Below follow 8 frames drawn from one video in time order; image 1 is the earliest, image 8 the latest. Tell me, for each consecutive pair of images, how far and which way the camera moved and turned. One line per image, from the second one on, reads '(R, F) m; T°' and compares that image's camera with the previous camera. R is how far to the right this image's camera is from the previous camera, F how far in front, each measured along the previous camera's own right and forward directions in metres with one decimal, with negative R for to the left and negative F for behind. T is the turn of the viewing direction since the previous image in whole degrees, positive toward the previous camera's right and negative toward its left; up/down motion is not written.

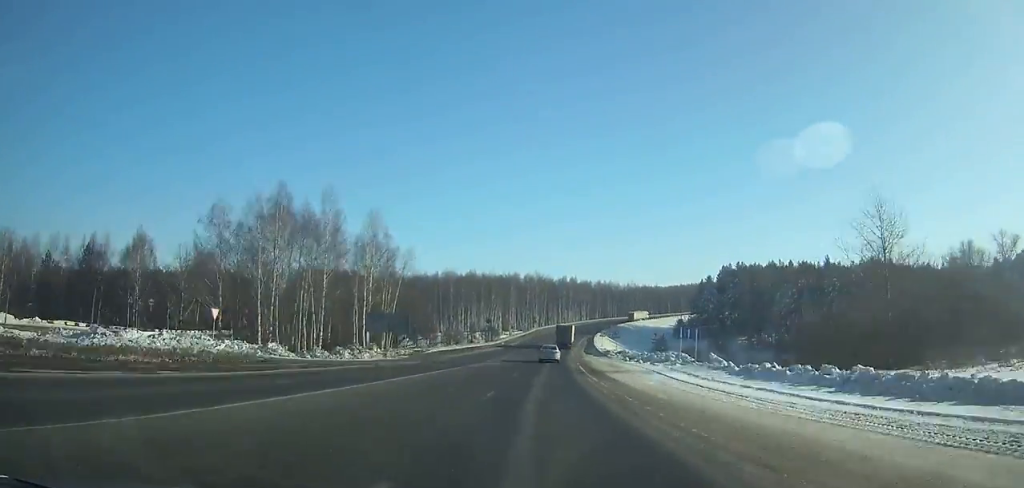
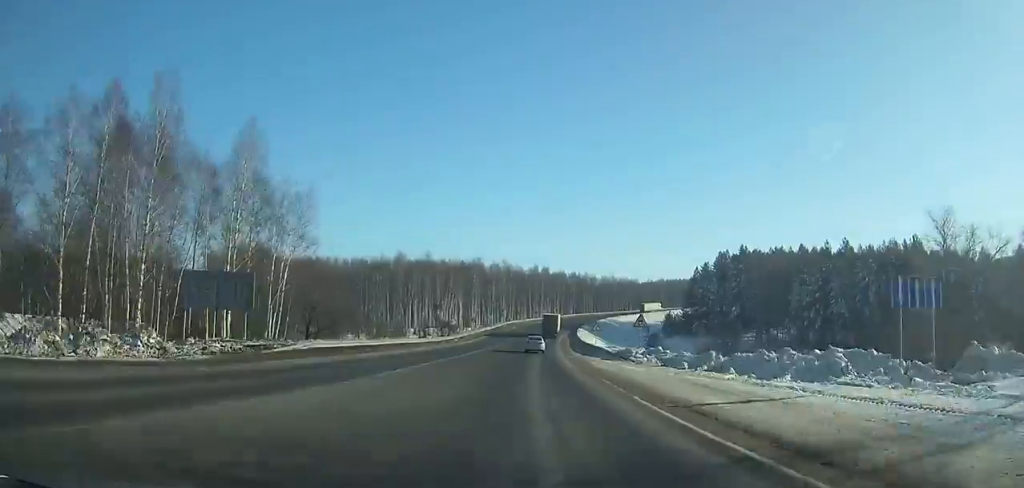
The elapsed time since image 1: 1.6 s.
(+0.5, +30.0) m; +2°
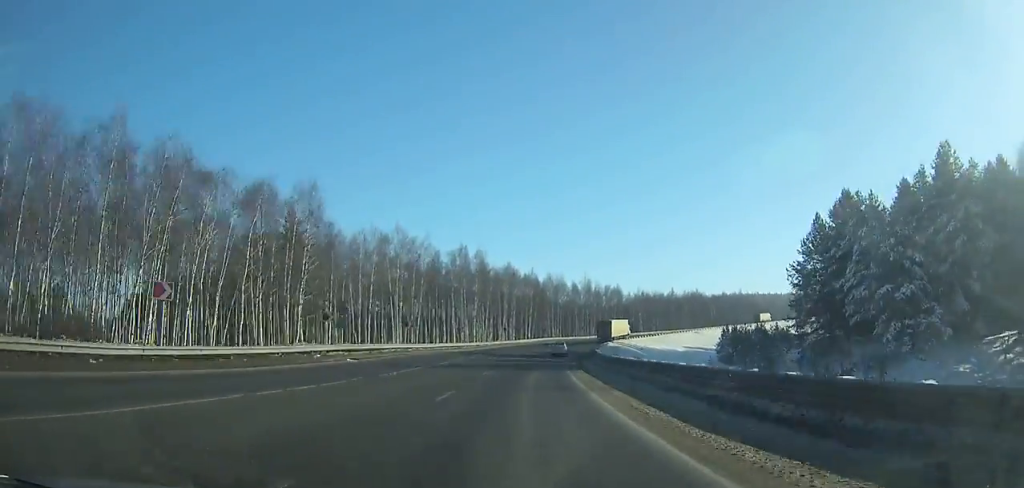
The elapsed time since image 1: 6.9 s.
(+4.8, +97.2) m; +8°
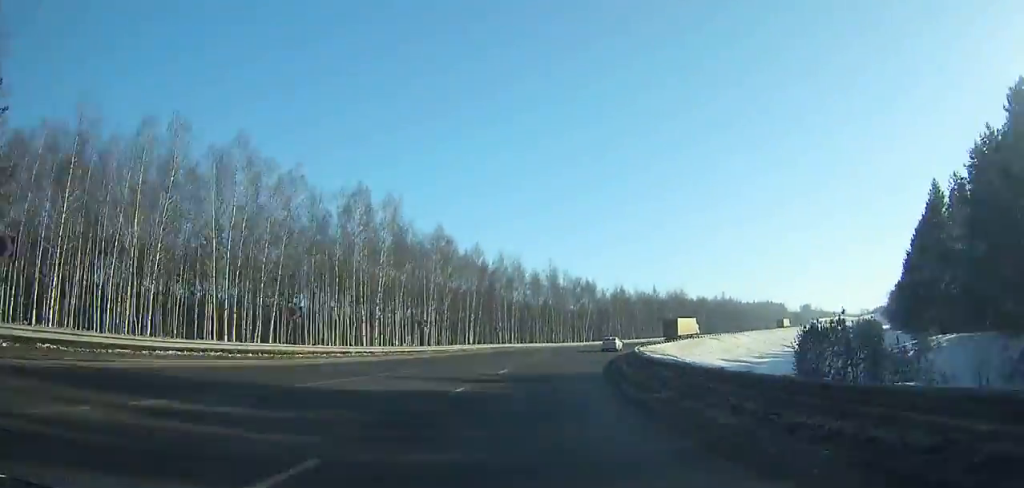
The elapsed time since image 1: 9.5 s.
(+2.7, +46.8) m; +9°
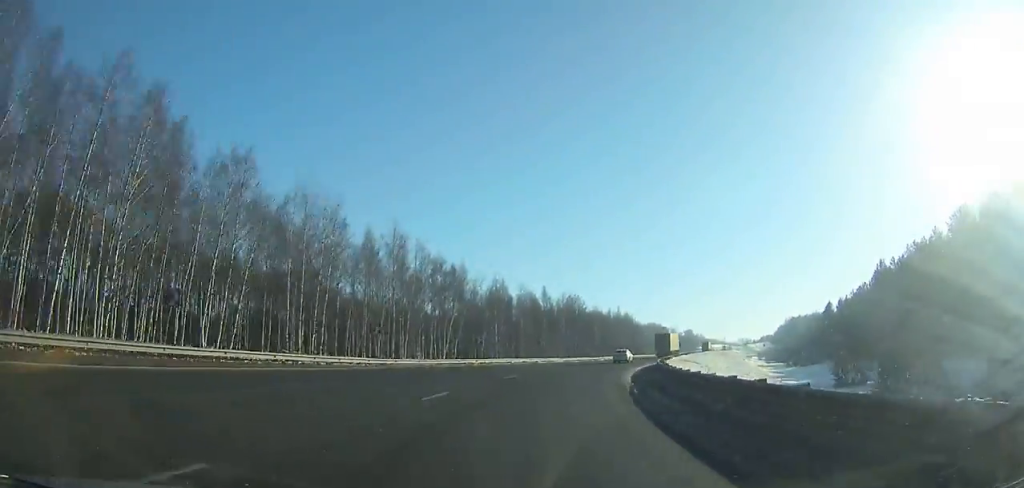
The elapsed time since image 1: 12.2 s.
(+5.0, +48.1) m; +12°
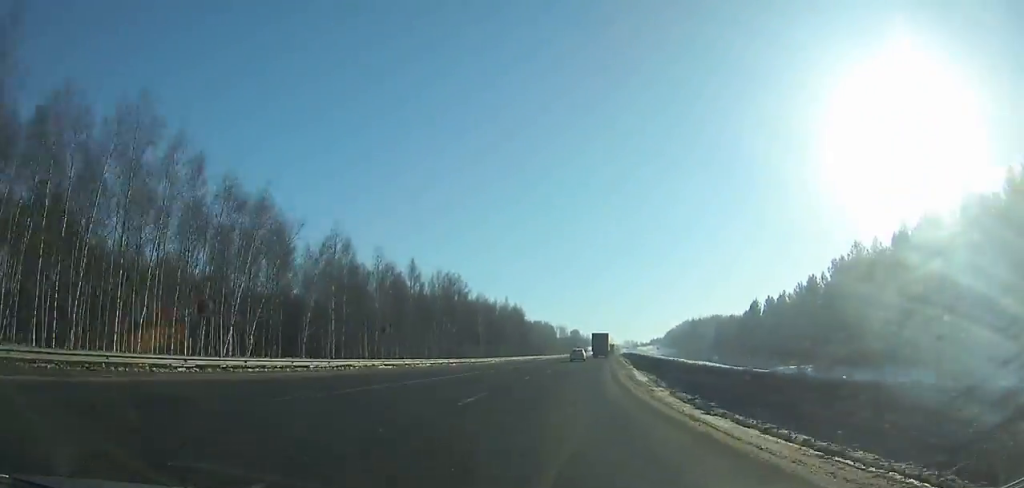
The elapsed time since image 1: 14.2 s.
(+2.6, +36.2) m; +8°
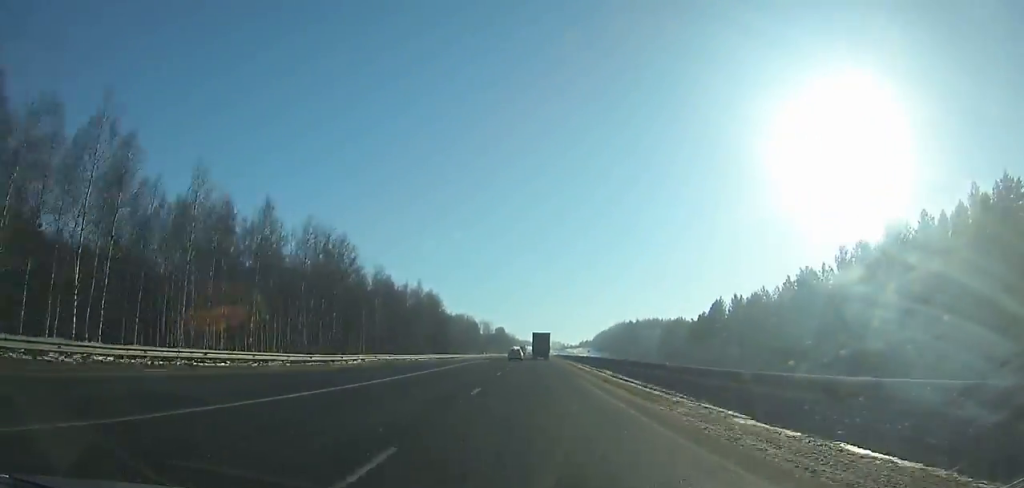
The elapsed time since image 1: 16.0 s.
(+2.7, +33.3) m; +4°
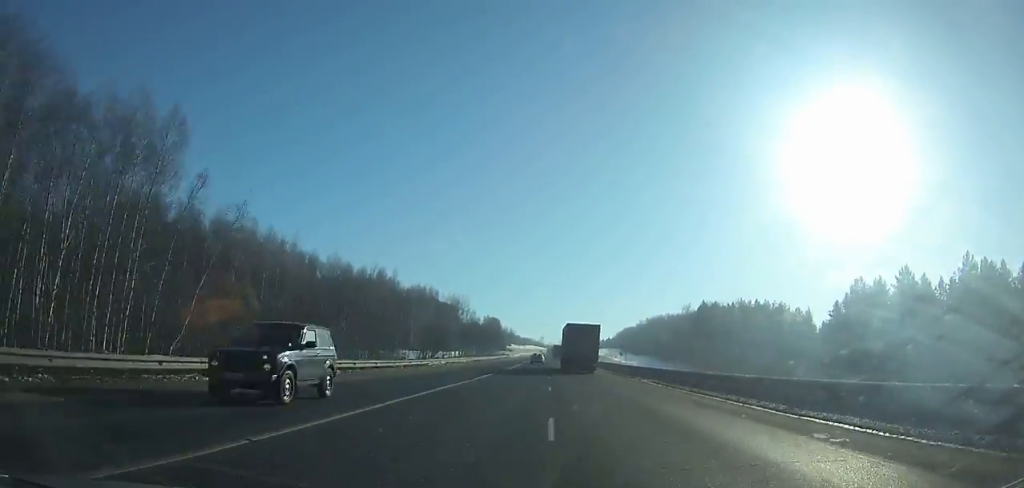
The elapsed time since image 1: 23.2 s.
(+4.0, +141.2) m; +2°
